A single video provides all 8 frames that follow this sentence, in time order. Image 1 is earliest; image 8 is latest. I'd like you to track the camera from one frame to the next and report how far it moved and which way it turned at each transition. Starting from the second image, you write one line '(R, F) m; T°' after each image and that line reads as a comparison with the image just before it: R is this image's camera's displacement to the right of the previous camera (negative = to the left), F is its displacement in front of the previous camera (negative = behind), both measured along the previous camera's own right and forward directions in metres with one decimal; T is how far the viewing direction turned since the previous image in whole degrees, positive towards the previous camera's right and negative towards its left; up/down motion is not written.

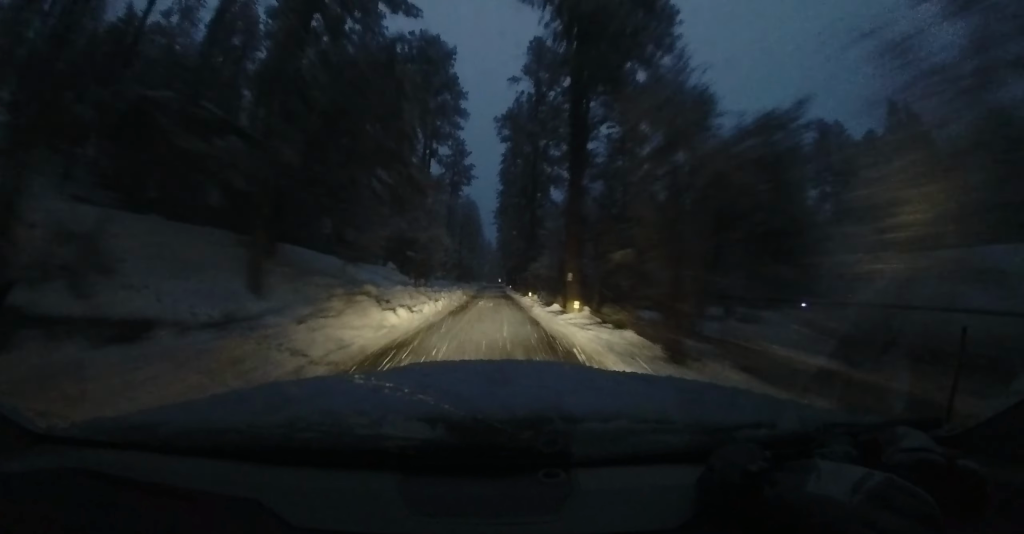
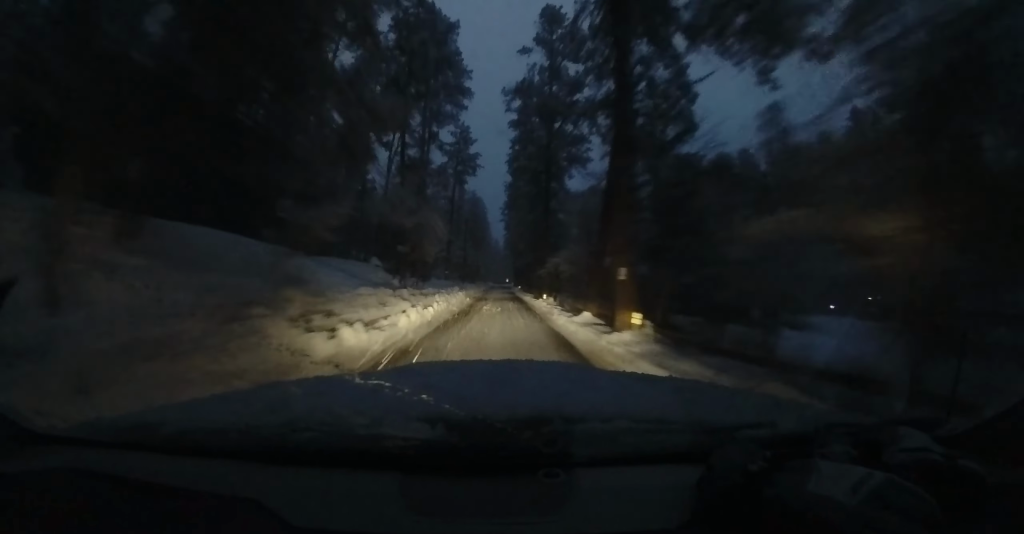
(-0.1, +4.7) m; -1°
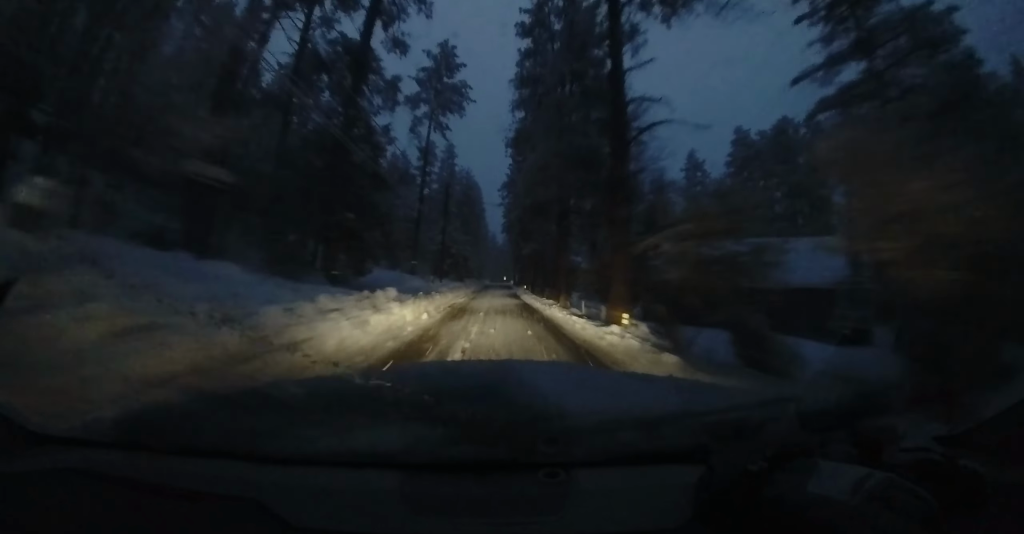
(-0.3, +17.3) m; +3°
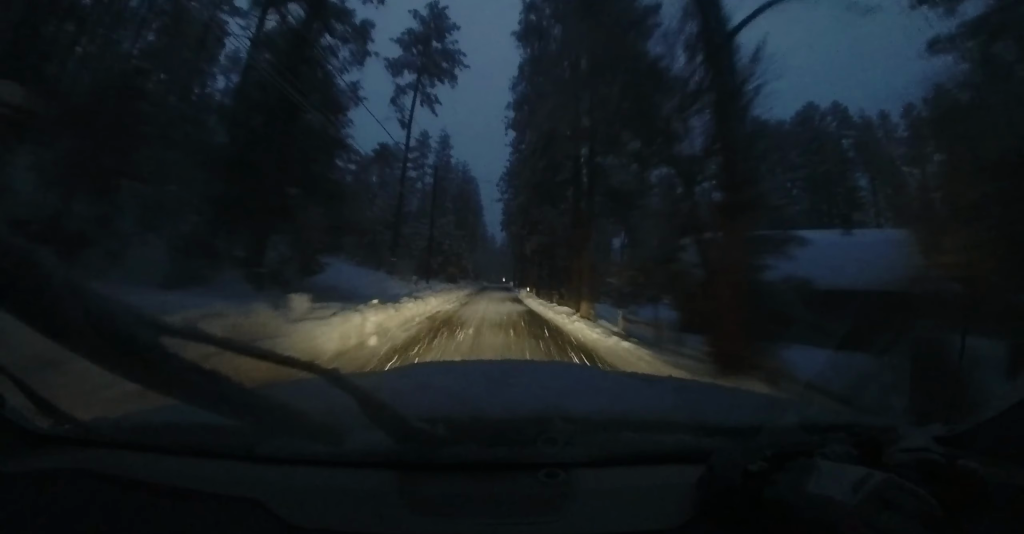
(+0.3, +5.4) m; +2°
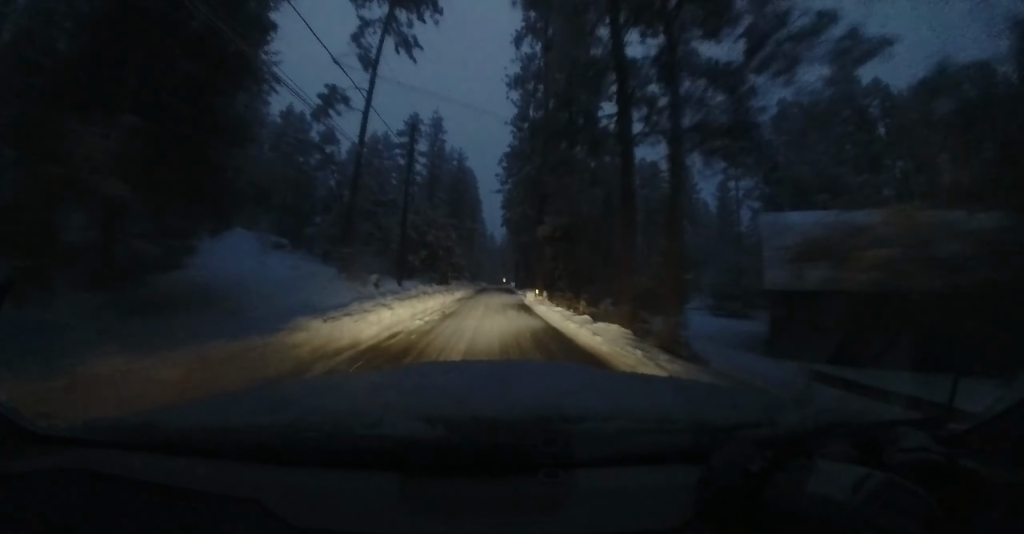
(+0.4, +7.5) m; +2°
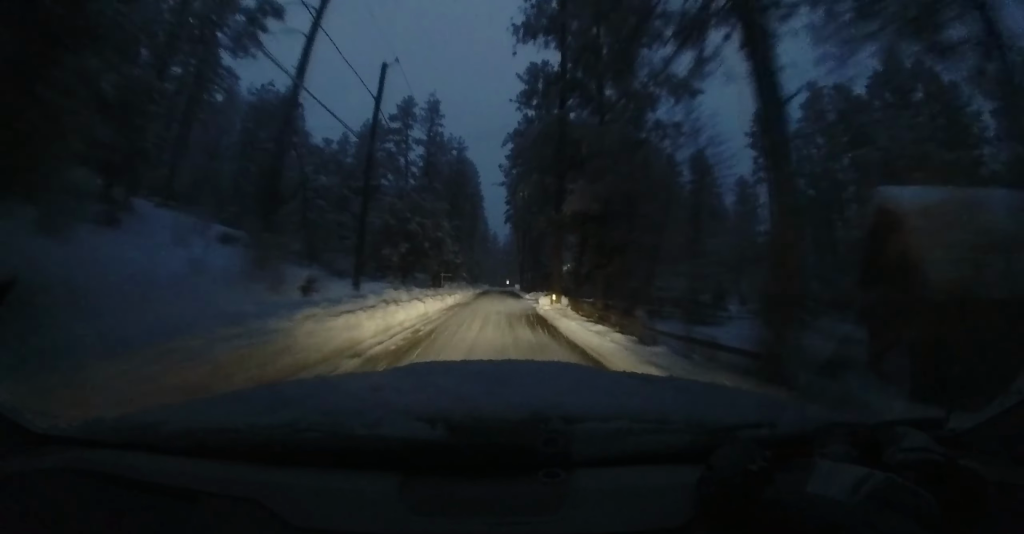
(-0.2, +6.3) m; -1°
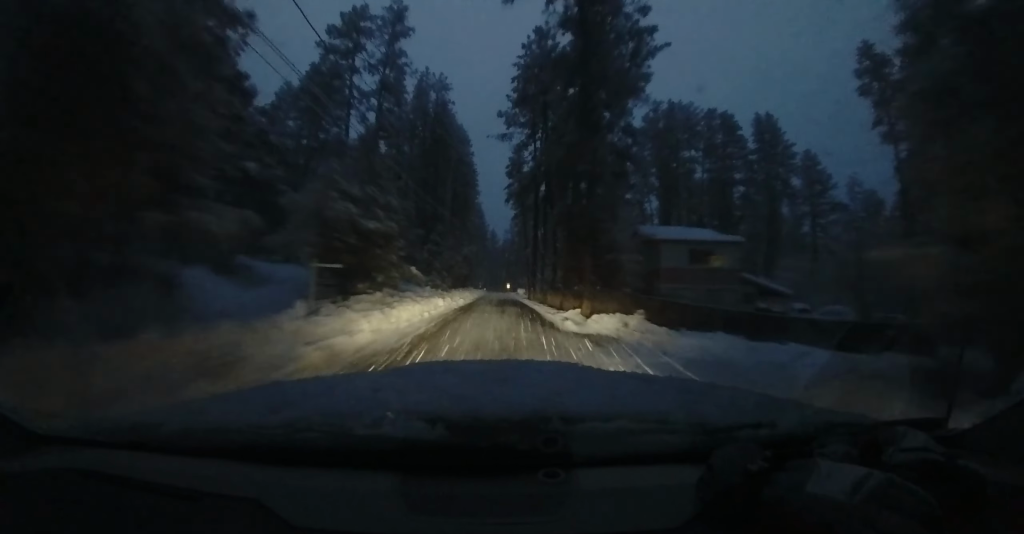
(-0.5, +19.6) m; -3°
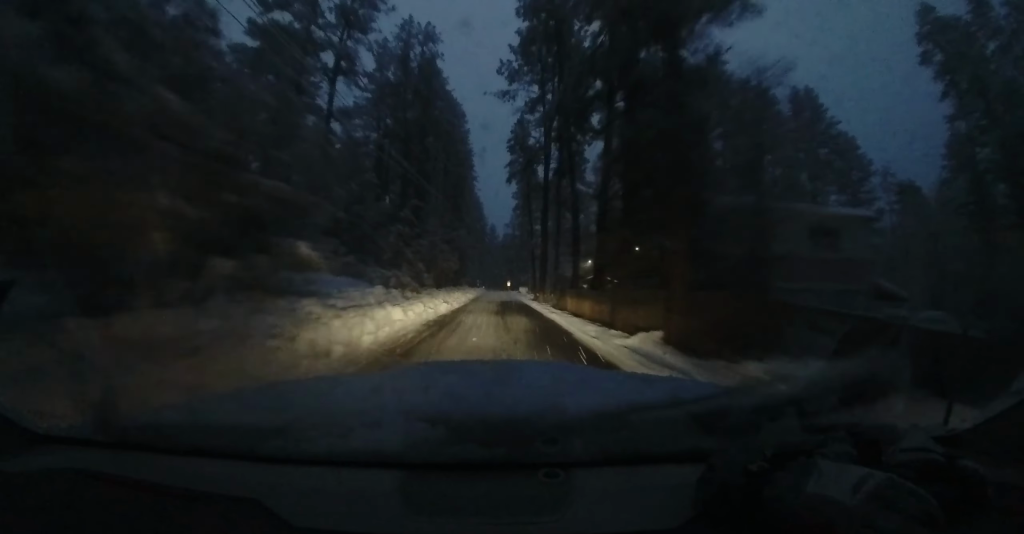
(-0.2, +8.2) m; -1°
